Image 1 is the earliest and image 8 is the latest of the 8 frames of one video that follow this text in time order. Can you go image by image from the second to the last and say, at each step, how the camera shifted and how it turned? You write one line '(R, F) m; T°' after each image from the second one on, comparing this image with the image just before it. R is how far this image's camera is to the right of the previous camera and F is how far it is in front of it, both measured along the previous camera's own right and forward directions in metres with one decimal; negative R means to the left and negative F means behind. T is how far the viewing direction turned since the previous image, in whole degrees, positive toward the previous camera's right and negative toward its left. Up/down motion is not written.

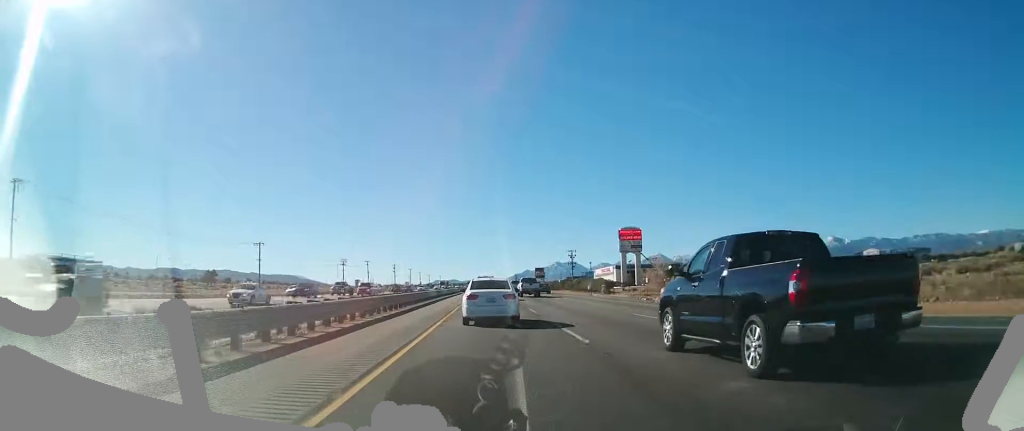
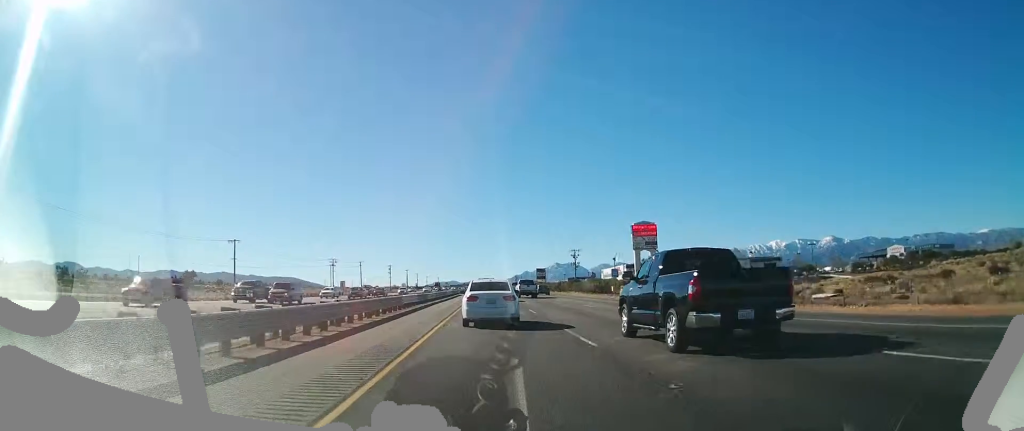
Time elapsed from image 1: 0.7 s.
(0.0, +15.9) m; 0°
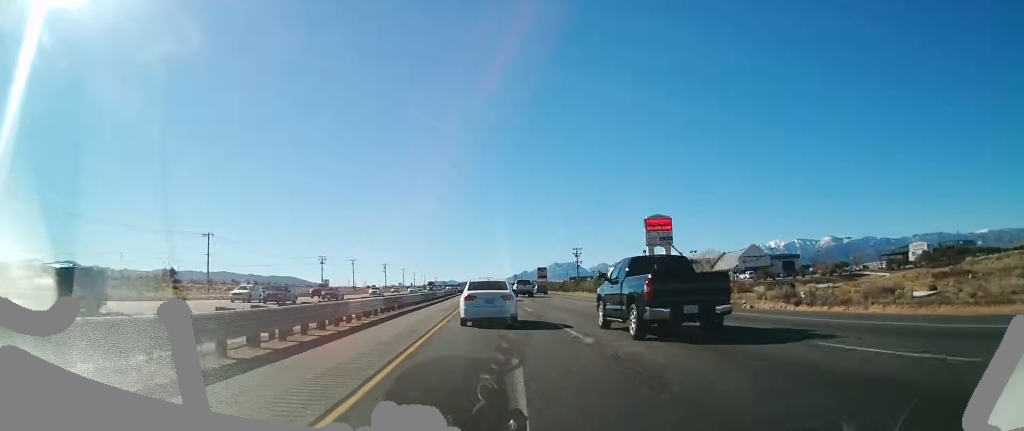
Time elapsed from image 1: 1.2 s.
(0.0, +13.5) m; 0°
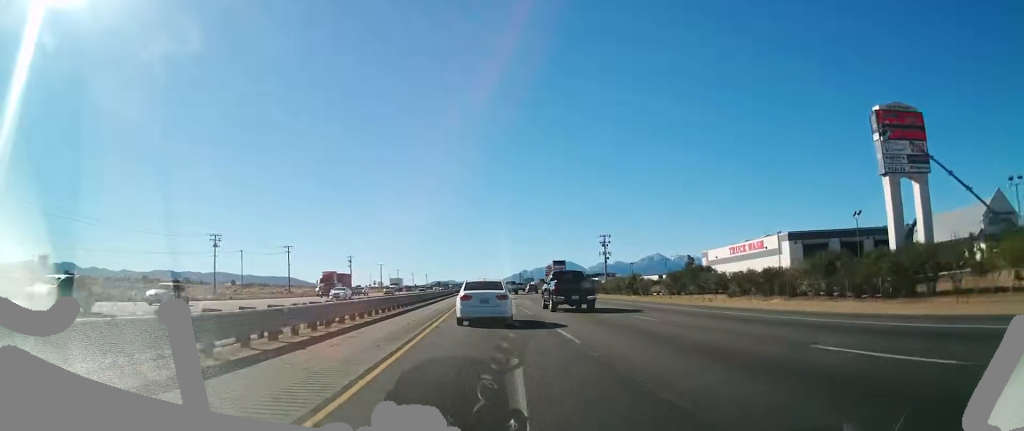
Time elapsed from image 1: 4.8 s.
(+0.2, +86.9) m; 0°
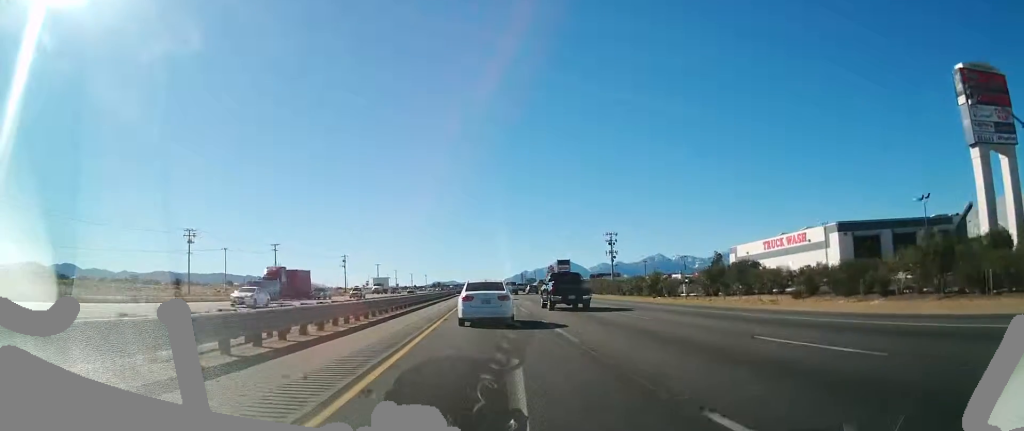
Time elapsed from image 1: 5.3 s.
(0.0, +12.5) m; 0°
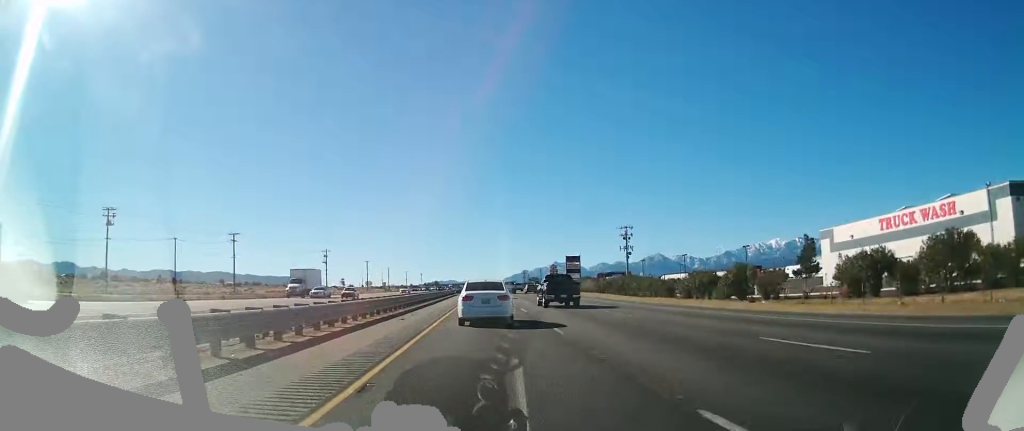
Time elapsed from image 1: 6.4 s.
(0.0, +28.7) m; 0°
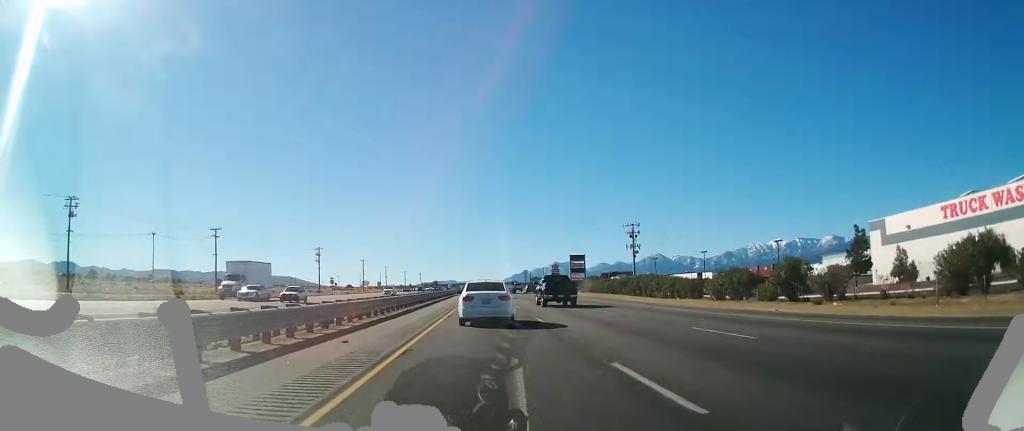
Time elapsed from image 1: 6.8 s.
(0.0, +10.2) m; 0°
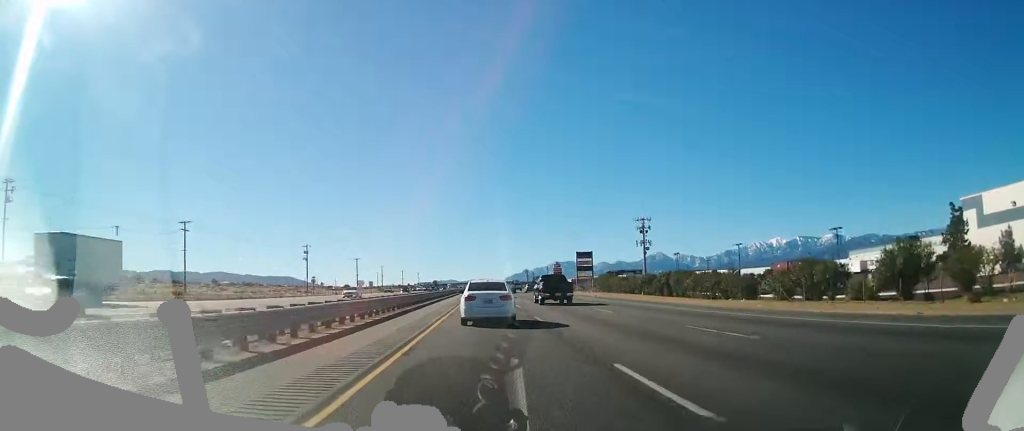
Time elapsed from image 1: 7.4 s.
(0.0, +14.6) m; 0°
